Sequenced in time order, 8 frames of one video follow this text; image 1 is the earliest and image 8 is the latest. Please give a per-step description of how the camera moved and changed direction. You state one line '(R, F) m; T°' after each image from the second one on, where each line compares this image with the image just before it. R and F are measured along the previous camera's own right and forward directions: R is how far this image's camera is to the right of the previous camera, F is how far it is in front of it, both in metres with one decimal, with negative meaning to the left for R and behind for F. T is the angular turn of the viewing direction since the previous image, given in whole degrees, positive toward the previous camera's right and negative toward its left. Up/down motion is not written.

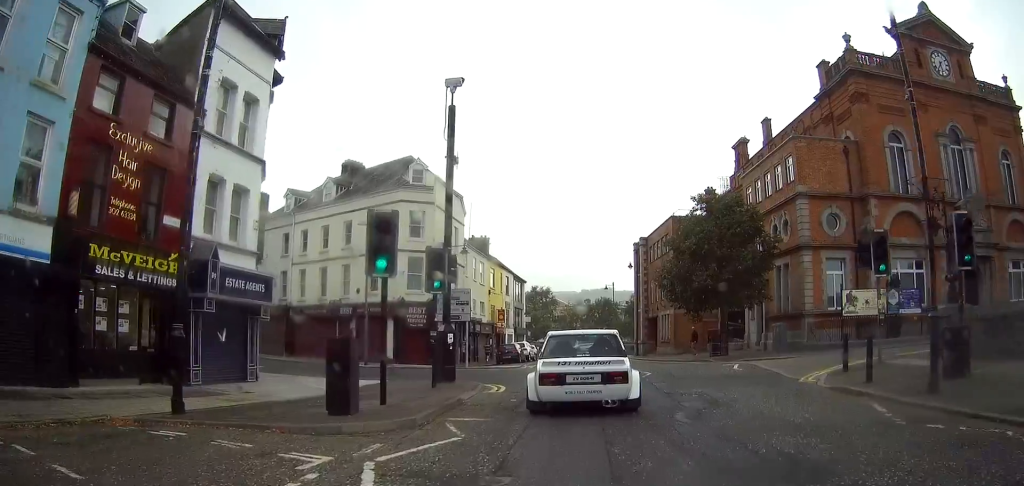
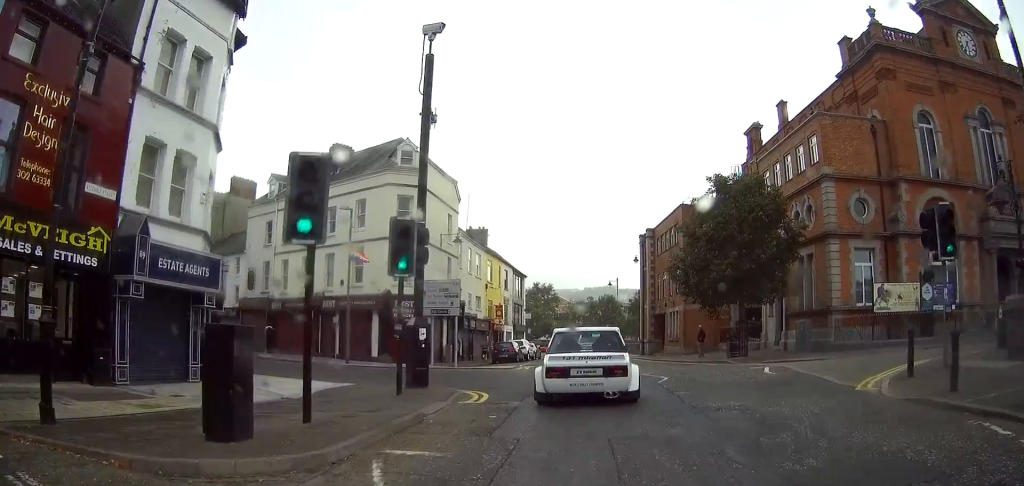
(+0.1, +3.6) m; 0°
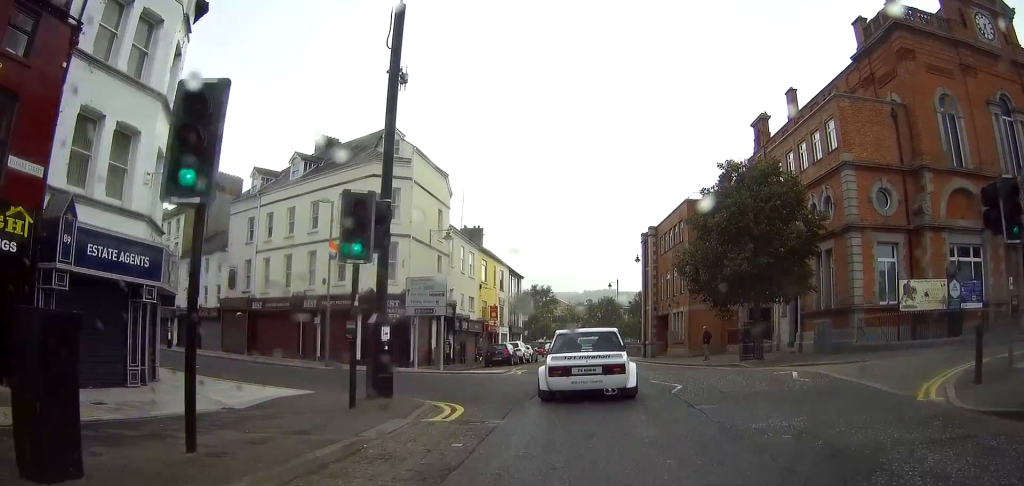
(+0.2, +2.8) m; -1°
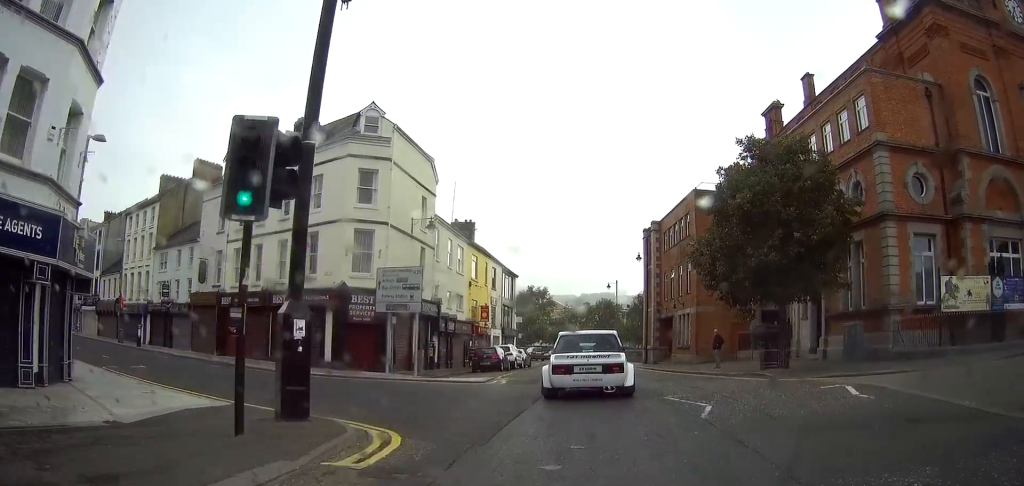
(-0.2, +4.0) m; -4°
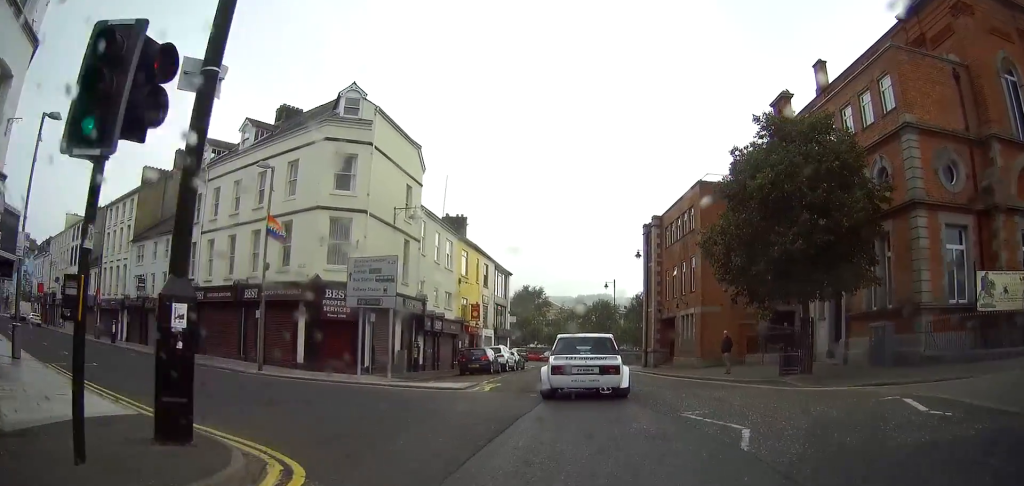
(-0.1, +2.9) m; -3°
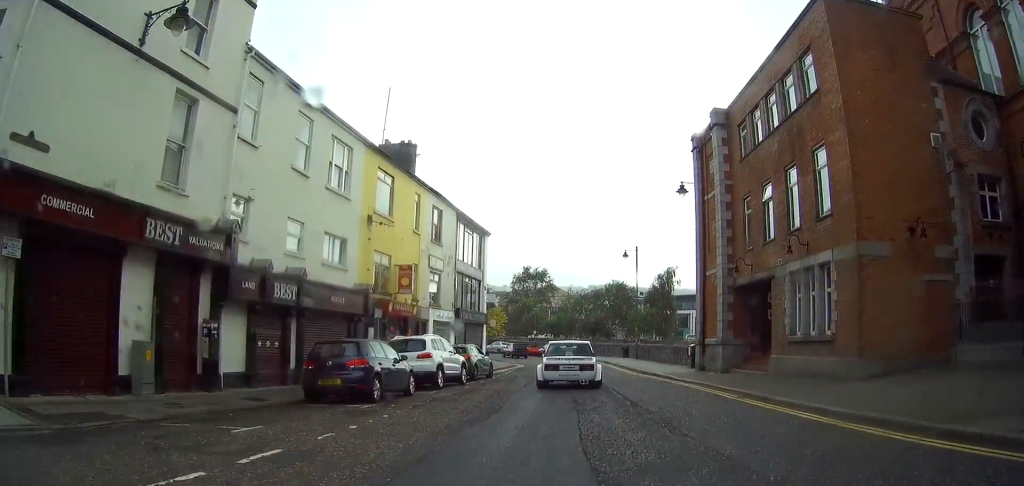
(-2.1, +23.1) m; -5°
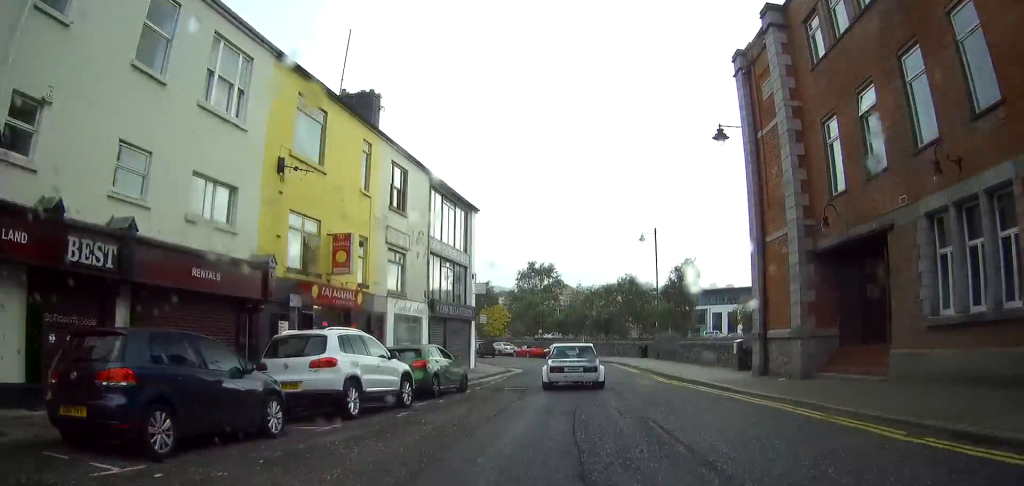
(+0.1, +9.6) m; +1°
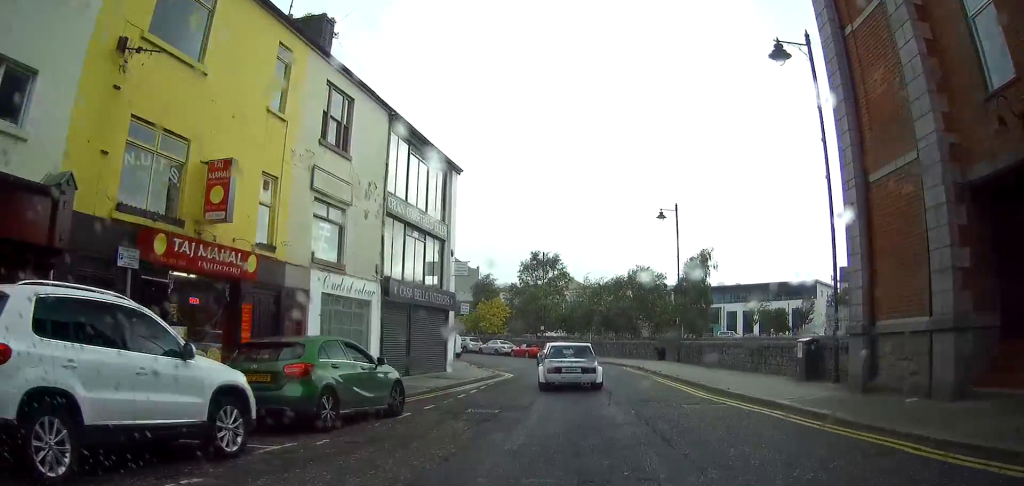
(0.0, +8.0) m; 0°
